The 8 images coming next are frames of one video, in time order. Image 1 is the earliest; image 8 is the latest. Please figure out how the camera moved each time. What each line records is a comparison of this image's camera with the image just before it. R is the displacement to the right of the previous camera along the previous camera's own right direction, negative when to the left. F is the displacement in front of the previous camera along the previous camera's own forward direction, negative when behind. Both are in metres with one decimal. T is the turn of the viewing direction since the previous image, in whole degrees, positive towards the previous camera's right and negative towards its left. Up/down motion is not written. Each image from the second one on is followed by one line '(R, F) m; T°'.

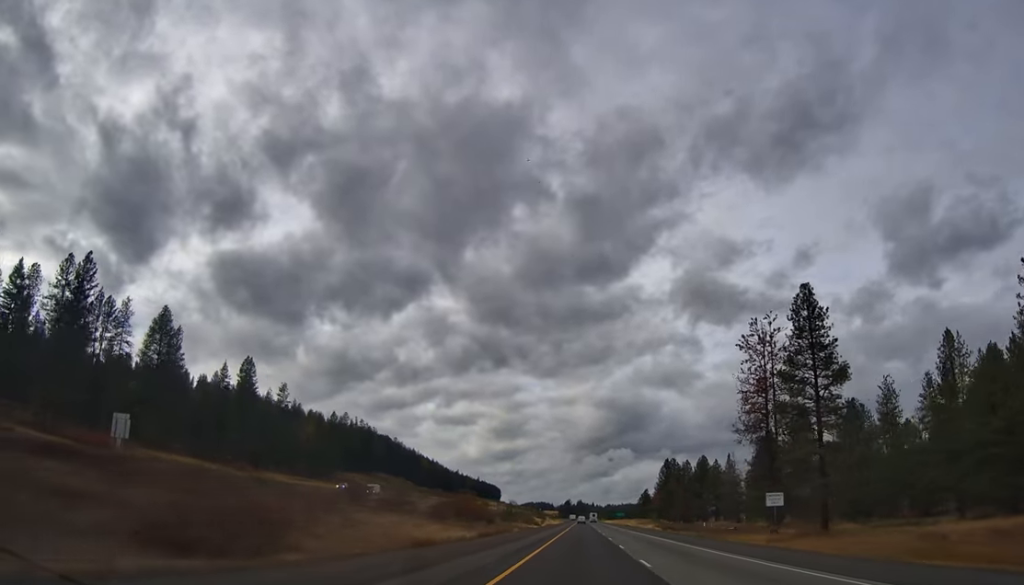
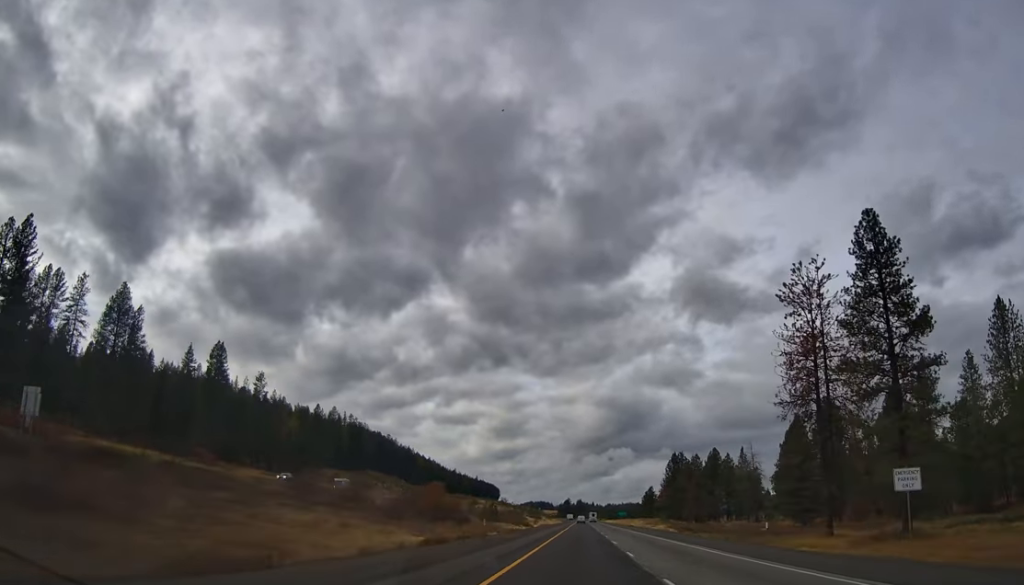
(-0.4, +19.6) m; 0°
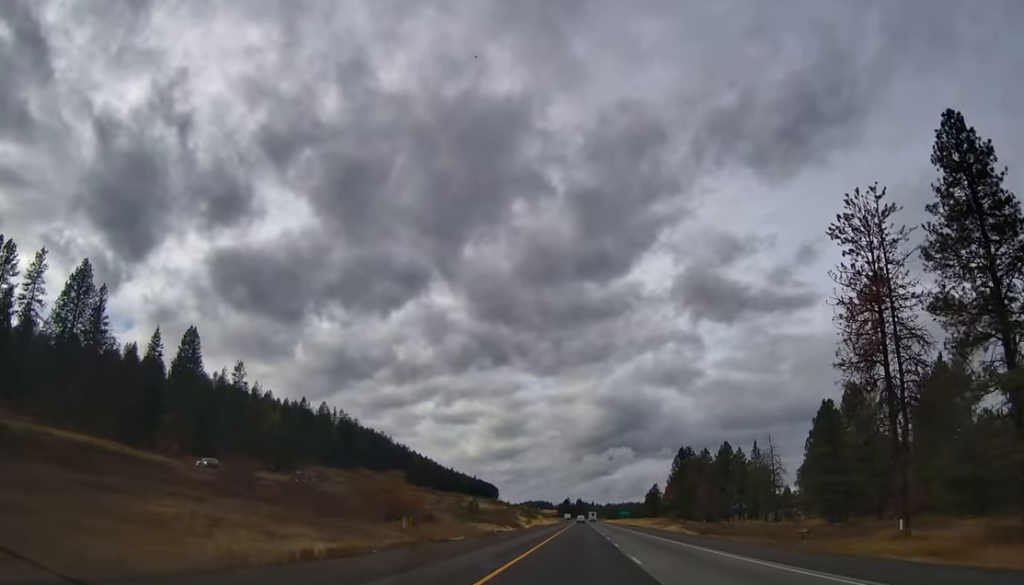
(-0.4, +16.3) m; 0°
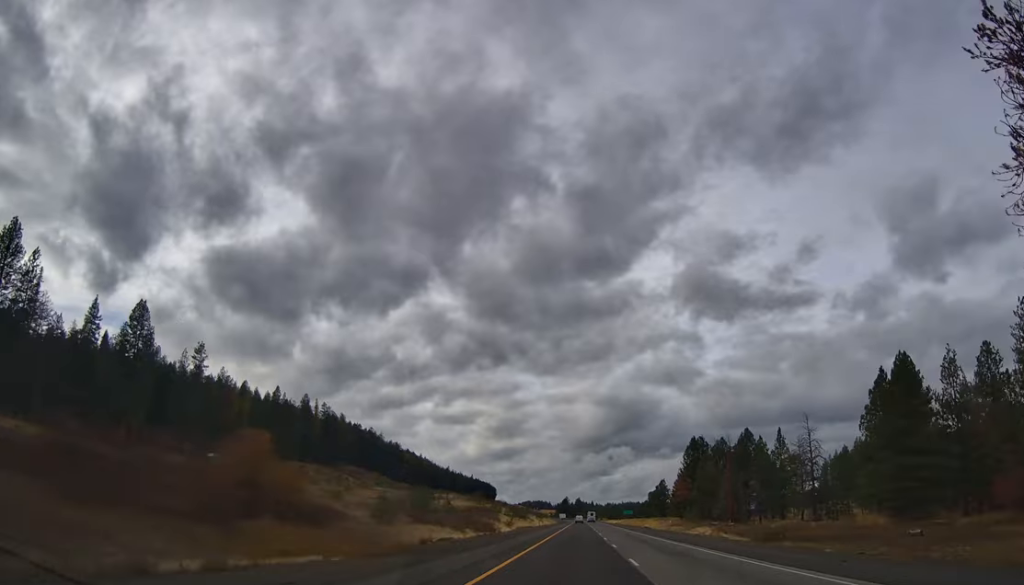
(+0.7, +25.0) m; 0°
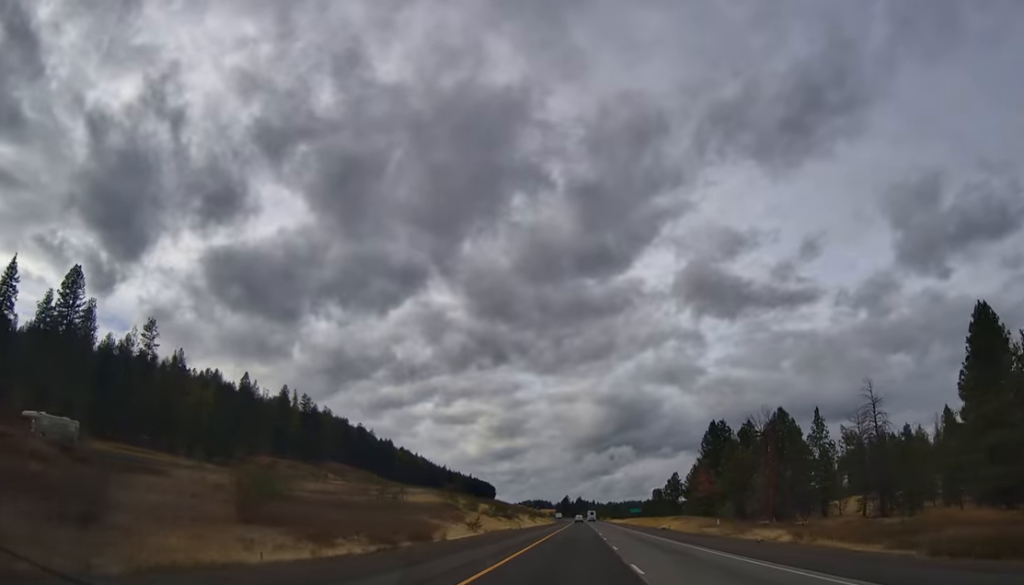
(-0.3, +27.1) m; 0°
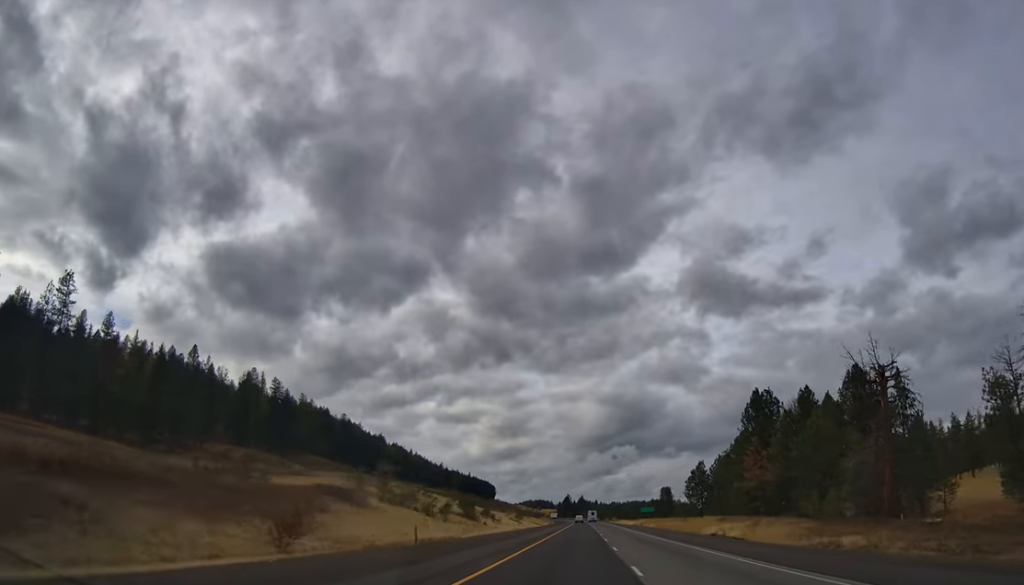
(+0.7, +37.0) m; +1°
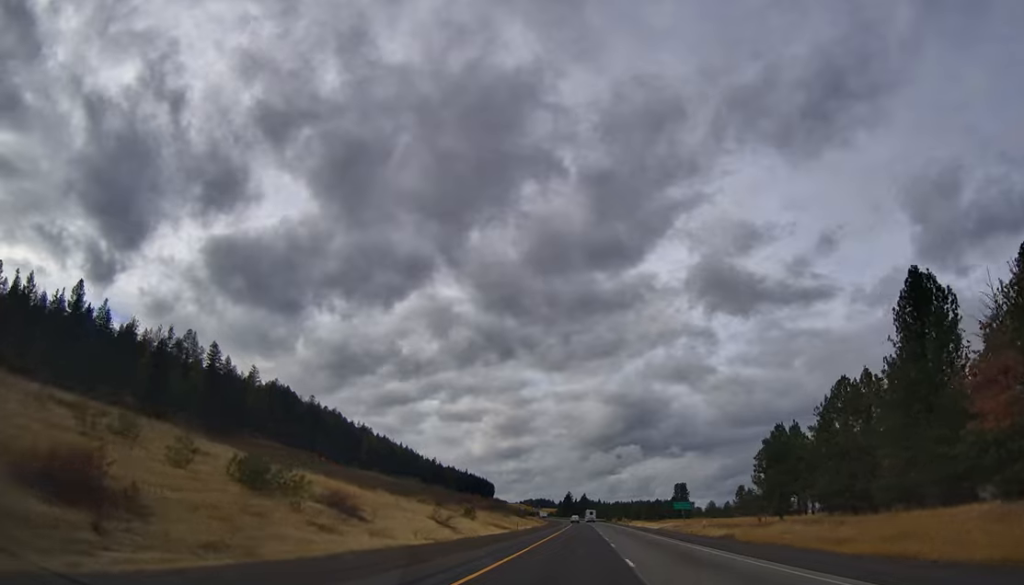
(-0.7, +58.0) m; -1°
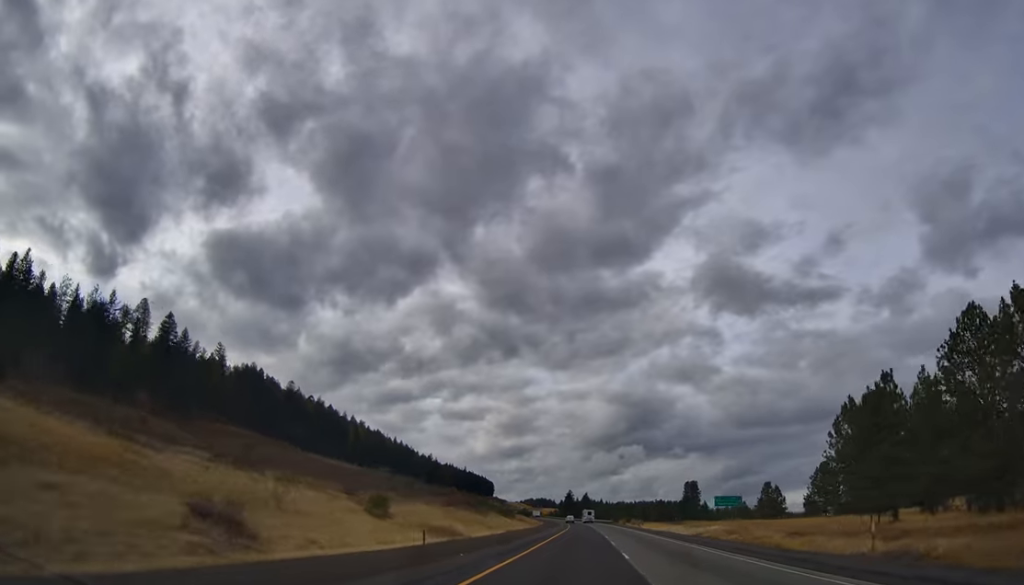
(-0.3, +33.0) m; -1°
